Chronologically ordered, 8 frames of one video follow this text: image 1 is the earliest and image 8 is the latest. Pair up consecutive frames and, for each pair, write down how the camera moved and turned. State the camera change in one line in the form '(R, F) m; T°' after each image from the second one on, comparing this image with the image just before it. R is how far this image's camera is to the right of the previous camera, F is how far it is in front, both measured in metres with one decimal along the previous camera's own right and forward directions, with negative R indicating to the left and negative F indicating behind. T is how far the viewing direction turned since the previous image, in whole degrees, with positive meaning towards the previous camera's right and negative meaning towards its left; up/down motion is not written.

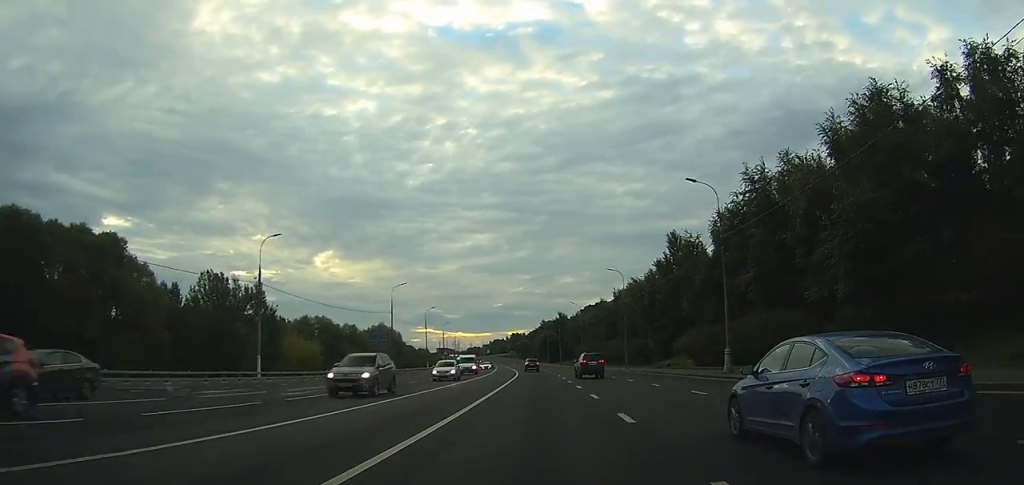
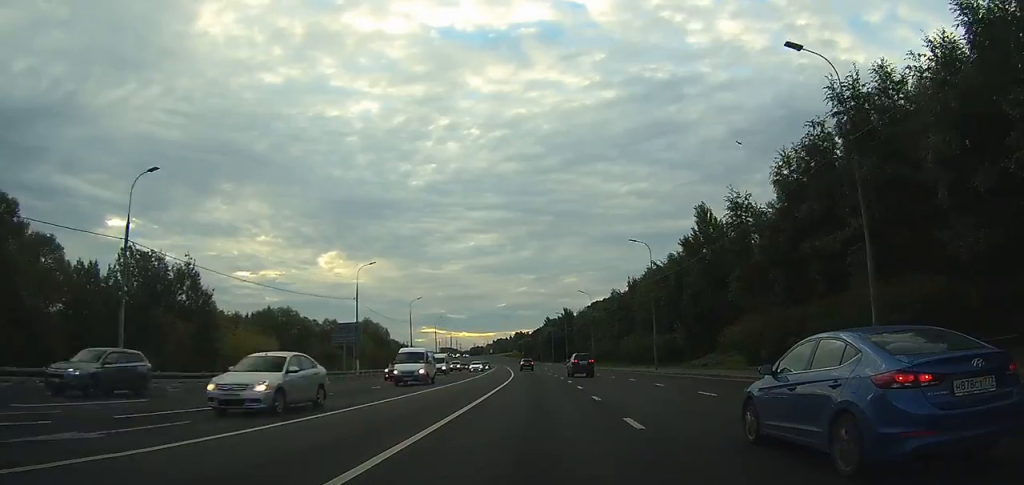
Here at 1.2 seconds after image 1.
(-0.1, +18.8) m; -1°
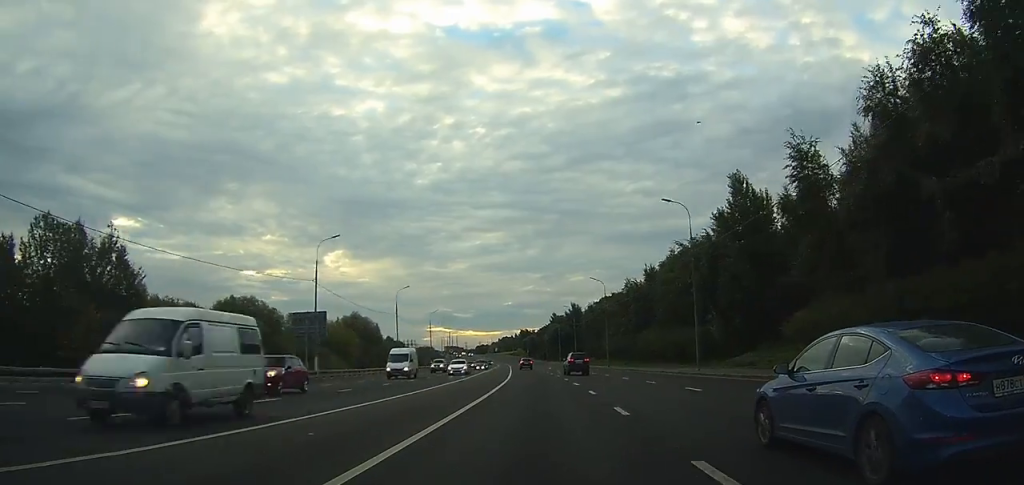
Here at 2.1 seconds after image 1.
(-0.1, +14.9) m; 0°
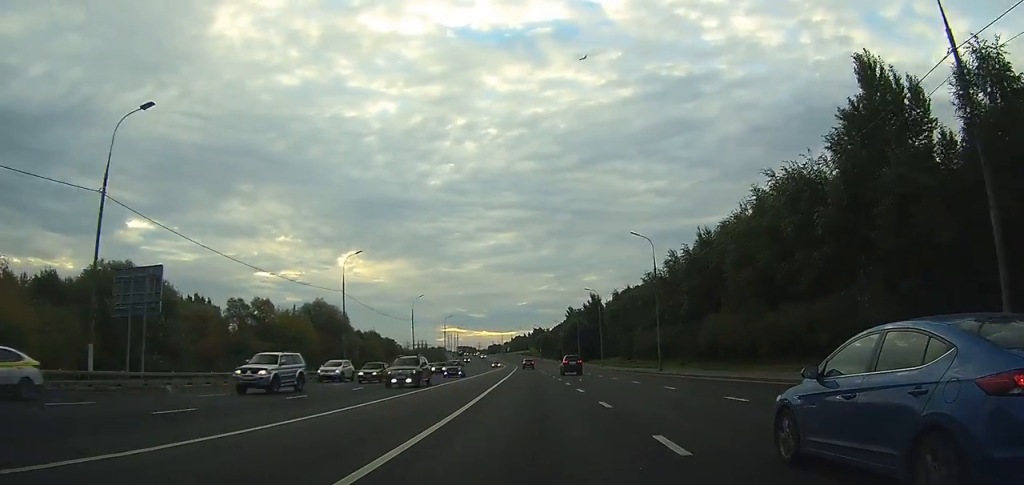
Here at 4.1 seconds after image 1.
(-0.2, +31.5) m; 0°
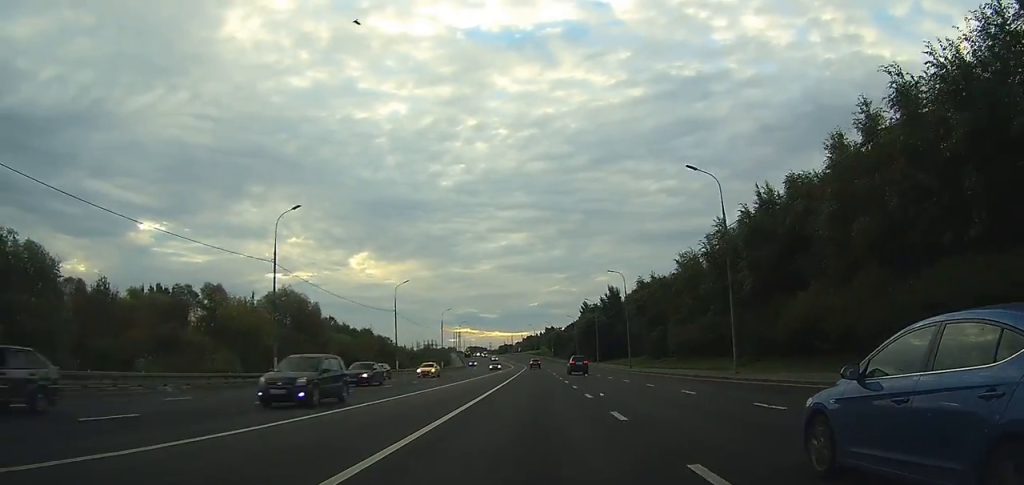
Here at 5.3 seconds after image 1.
(0.0, +19.4) m; 0°
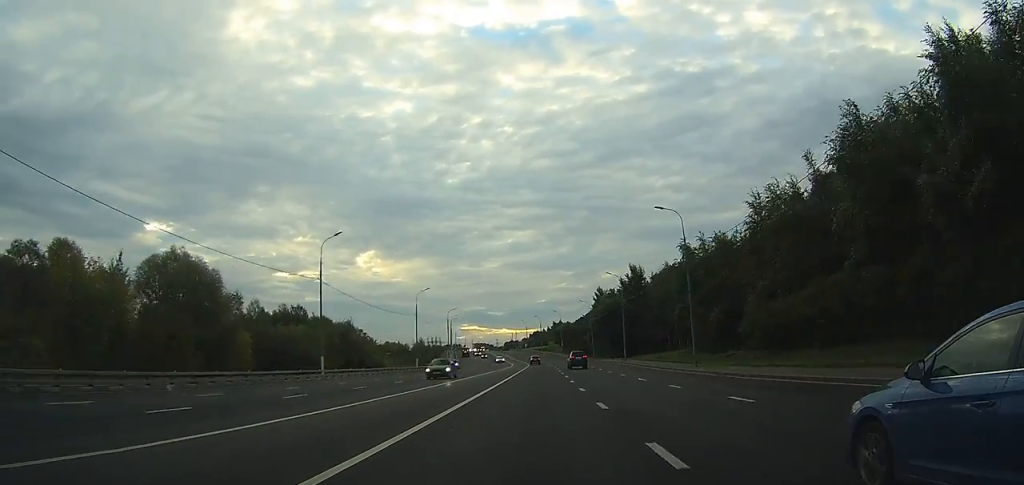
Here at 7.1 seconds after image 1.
(-0.1, +29.6) m; -1°
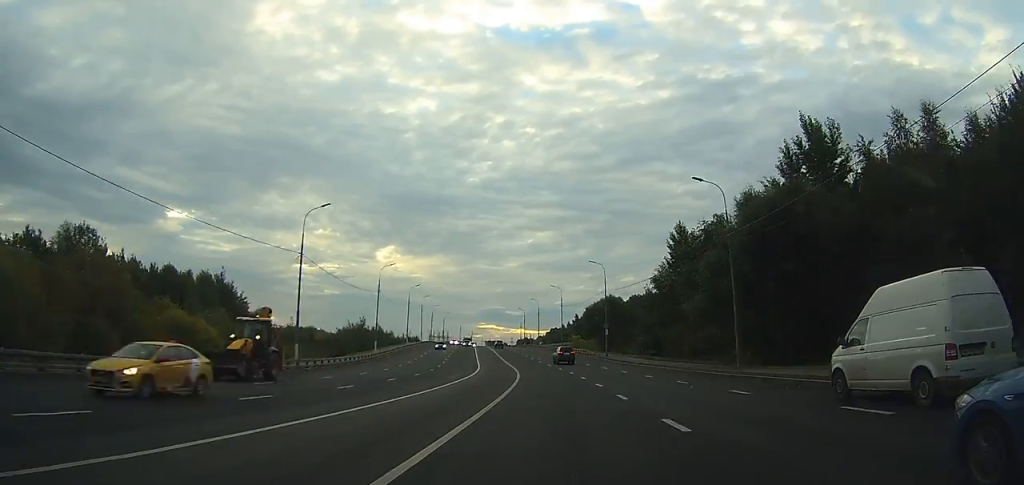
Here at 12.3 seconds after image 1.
(-2.2, +85.8) m; -3°
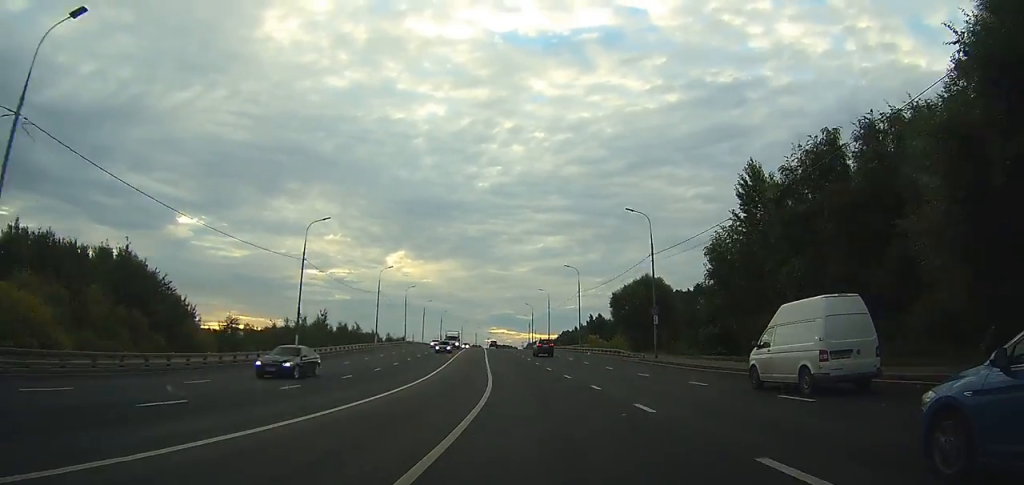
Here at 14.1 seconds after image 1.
(-0.2, +30.0) m; -2°
